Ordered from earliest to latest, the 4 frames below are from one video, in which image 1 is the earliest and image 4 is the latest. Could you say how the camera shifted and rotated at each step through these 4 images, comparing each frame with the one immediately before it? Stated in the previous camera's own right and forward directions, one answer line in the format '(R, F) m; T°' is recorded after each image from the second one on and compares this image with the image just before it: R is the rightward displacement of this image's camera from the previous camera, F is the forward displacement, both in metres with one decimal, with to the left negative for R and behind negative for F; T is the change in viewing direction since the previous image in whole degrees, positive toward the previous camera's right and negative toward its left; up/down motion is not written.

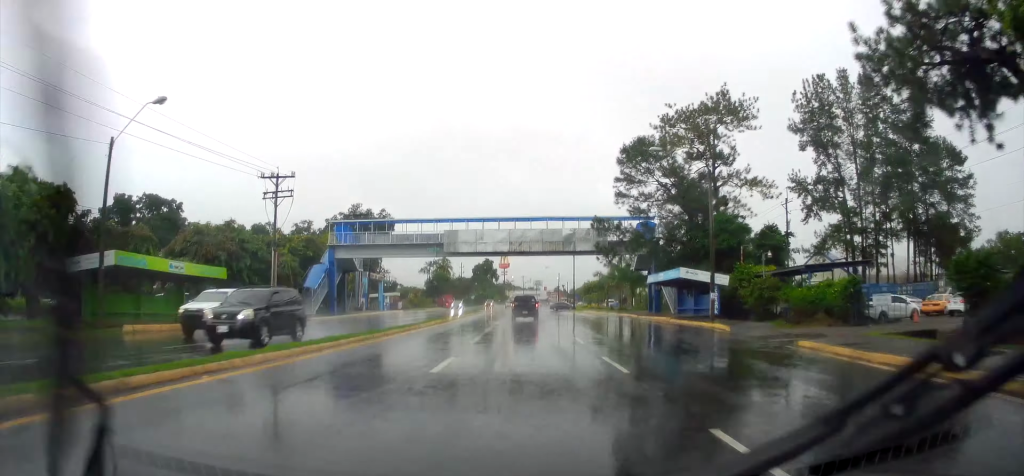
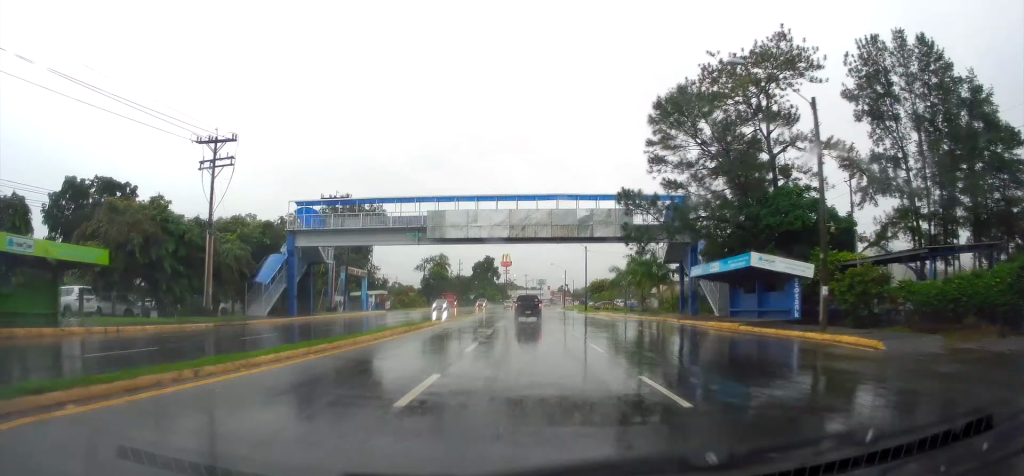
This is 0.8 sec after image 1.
(+0.2, +11.8) m; +1°
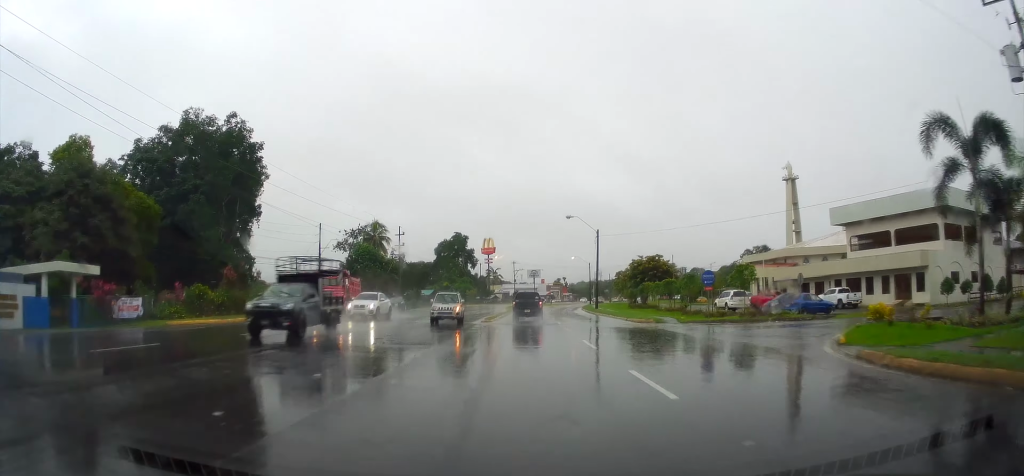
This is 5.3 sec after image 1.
(+0.4, +64.2) m; +1°
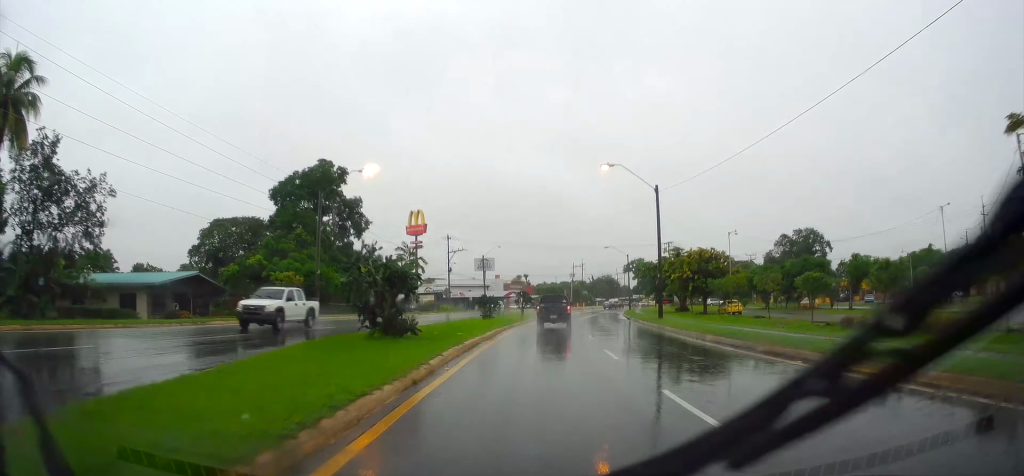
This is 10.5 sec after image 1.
(+1.5, +74.1) m; +2°
